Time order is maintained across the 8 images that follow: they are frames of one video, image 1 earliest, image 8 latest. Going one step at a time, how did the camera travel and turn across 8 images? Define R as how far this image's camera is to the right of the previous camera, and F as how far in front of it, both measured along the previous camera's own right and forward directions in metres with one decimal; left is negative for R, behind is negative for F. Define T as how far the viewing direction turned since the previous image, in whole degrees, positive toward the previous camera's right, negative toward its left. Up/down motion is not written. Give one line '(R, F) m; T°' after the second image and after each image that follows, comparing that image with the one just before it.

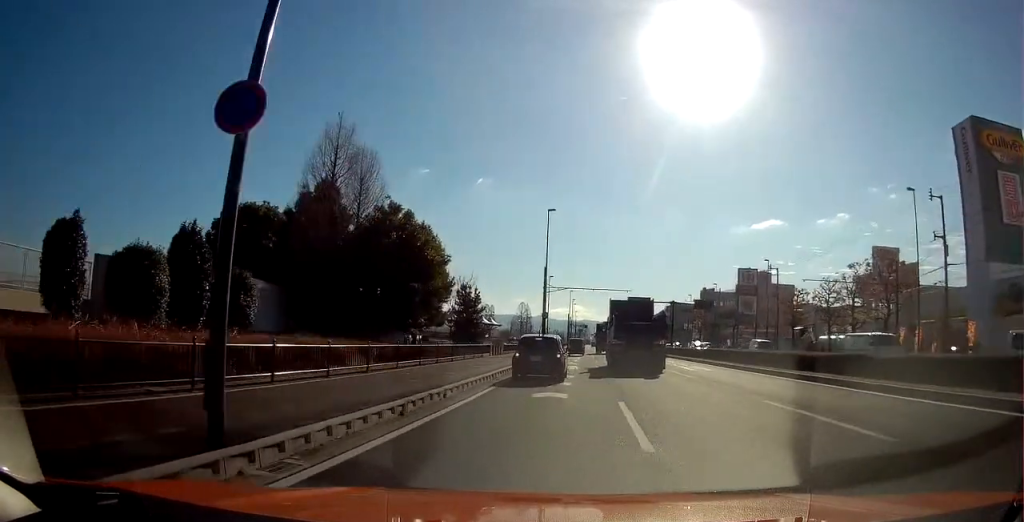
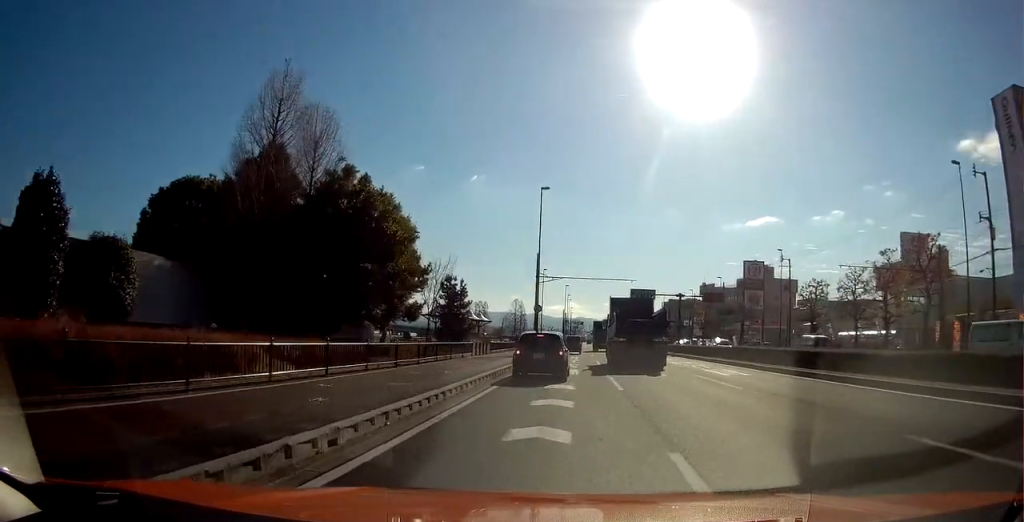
(+0.1, +6.0) m; 0°
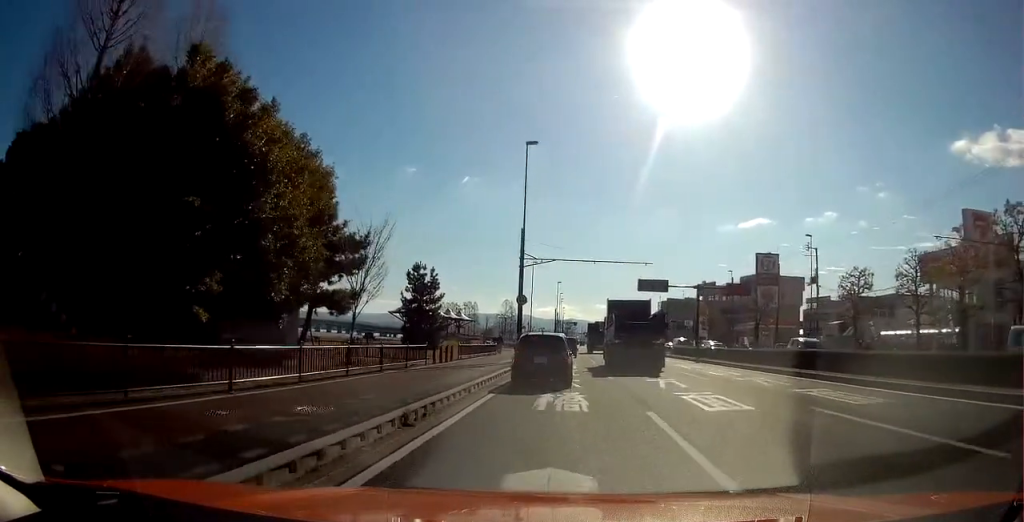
(+0.1, +10.3) m; +1°
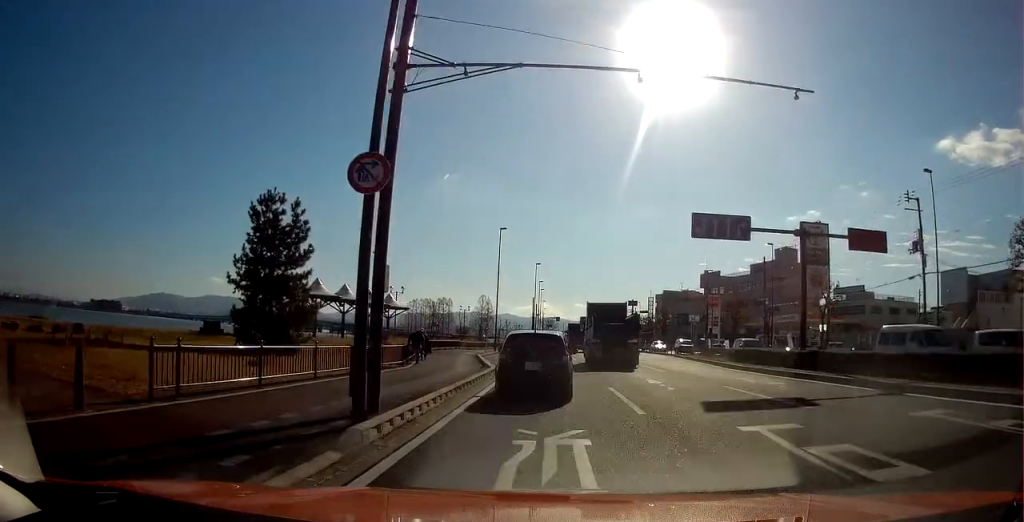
(+0.8, +23.5) m; +2°
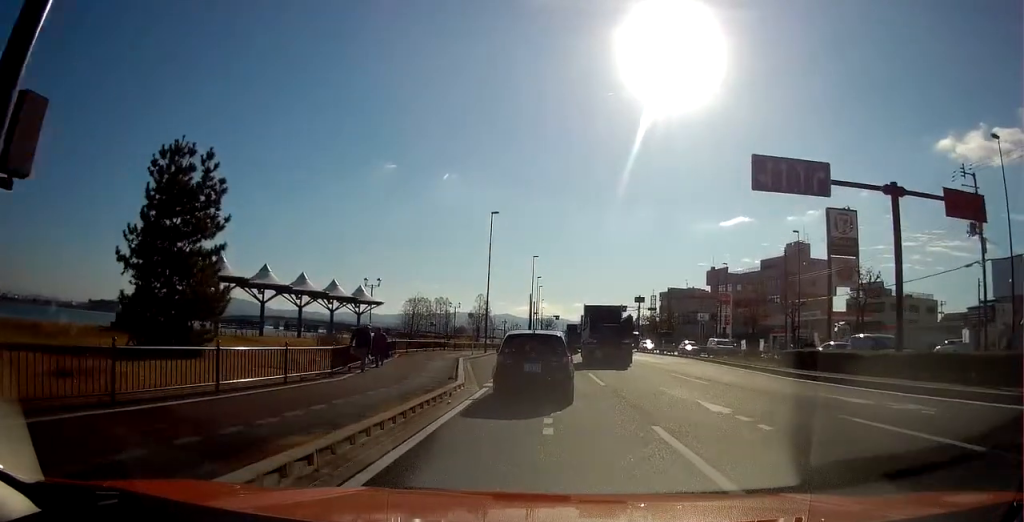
(-0.3, +7.3) m; -2°
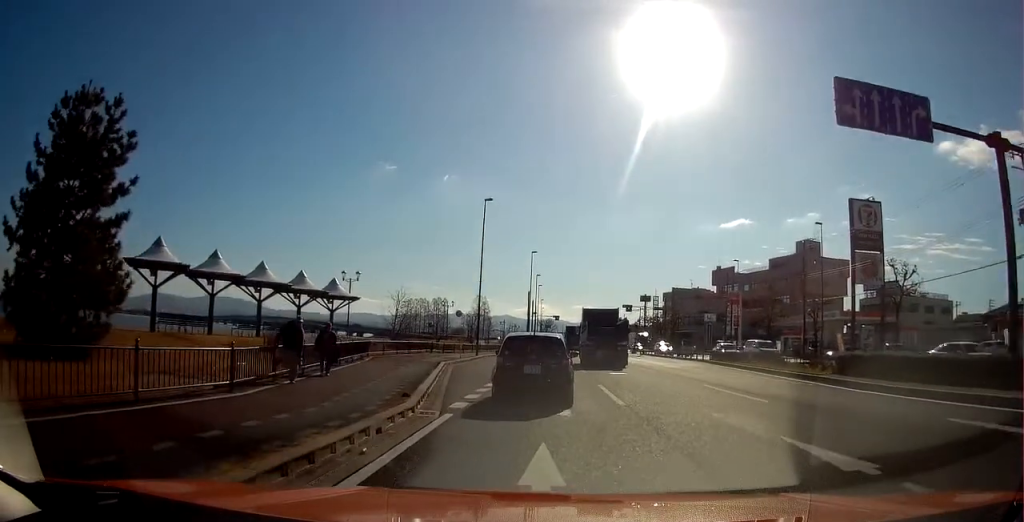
(+0.1, +5.2) m; 0°
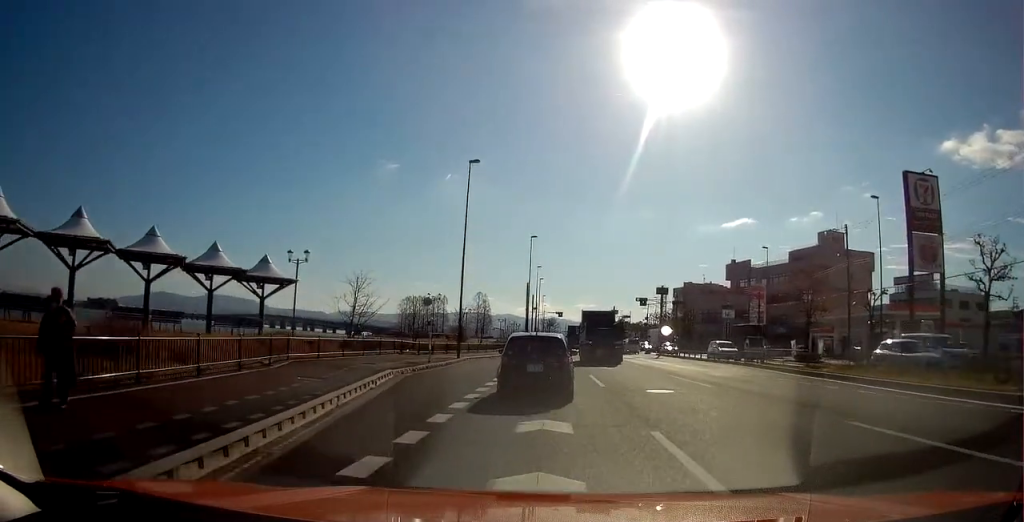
(-0.1, +10.1) m; -1°
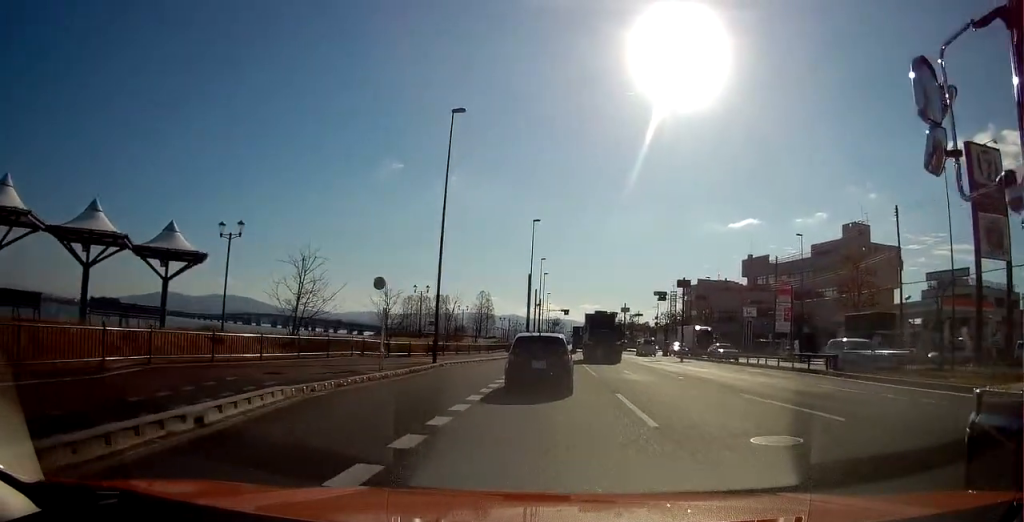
(0.0, +8.5) m; +3°
